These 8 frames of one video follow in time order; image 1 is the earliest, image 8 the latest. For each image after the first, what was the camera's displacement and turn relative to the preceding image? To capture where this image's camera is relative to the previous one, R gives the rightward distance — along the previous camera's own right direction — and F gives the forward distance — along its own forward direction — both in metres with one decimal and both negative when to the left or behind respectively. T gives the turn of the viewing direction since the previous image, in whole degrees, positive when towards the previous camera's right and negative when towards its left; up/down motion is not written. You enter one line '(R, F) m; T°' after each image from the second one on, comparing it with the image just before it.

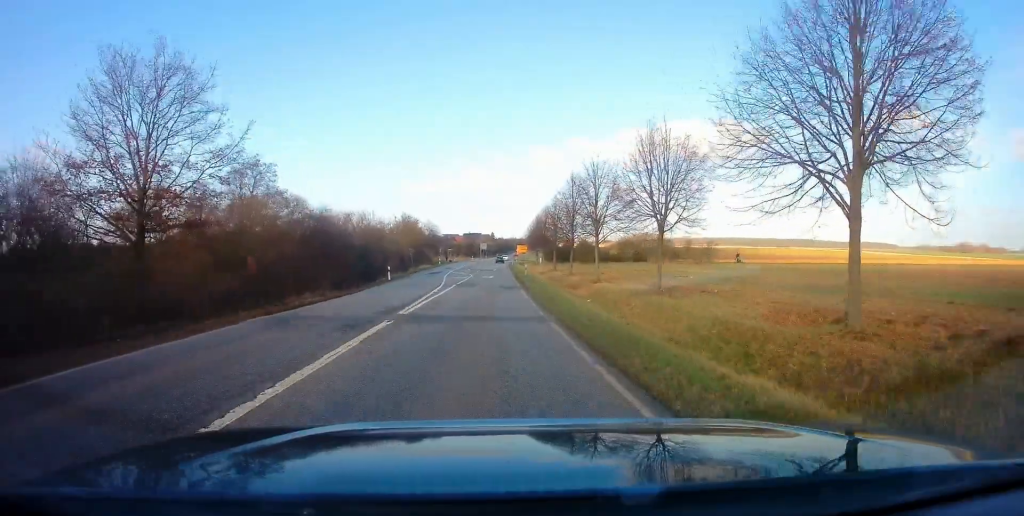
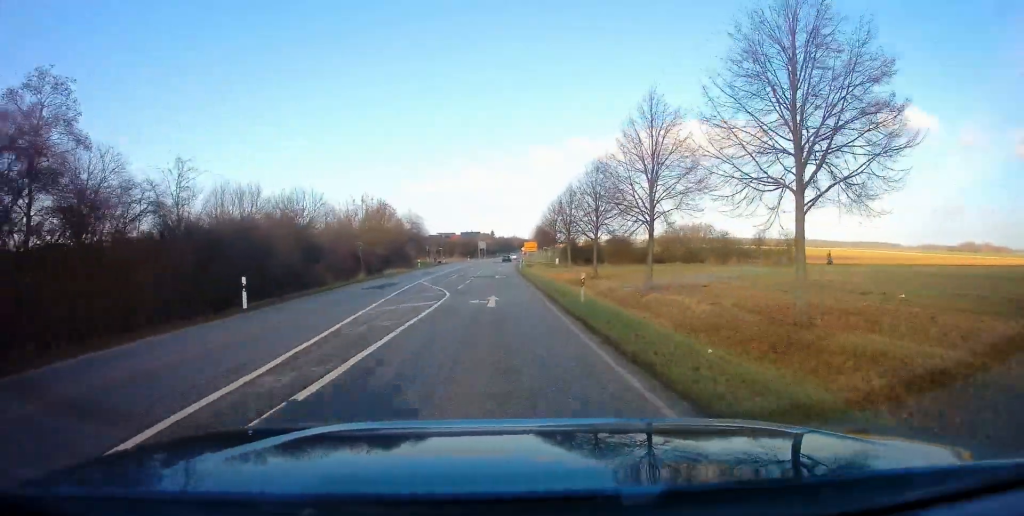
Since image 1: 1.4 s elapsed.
(0.0, +27.3) m; -1°
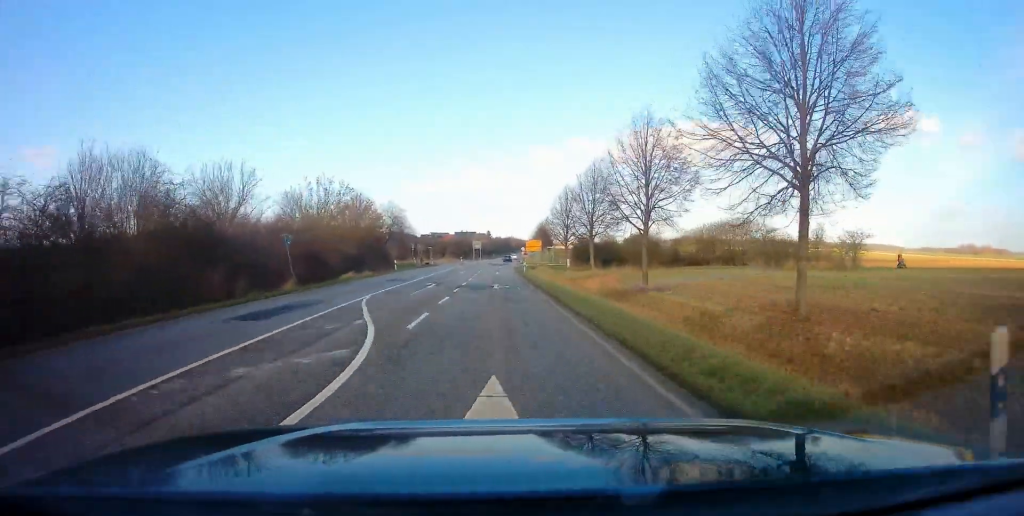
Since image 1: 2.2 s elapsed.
(-0.2, +14.7) m; 0°
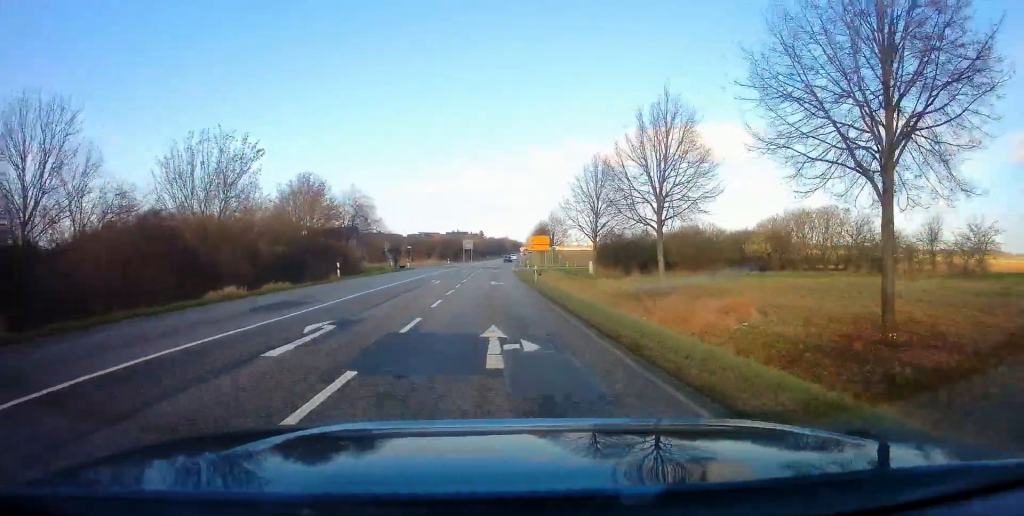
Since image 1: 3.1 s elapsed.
(+0.3, +18.5) m; +1°
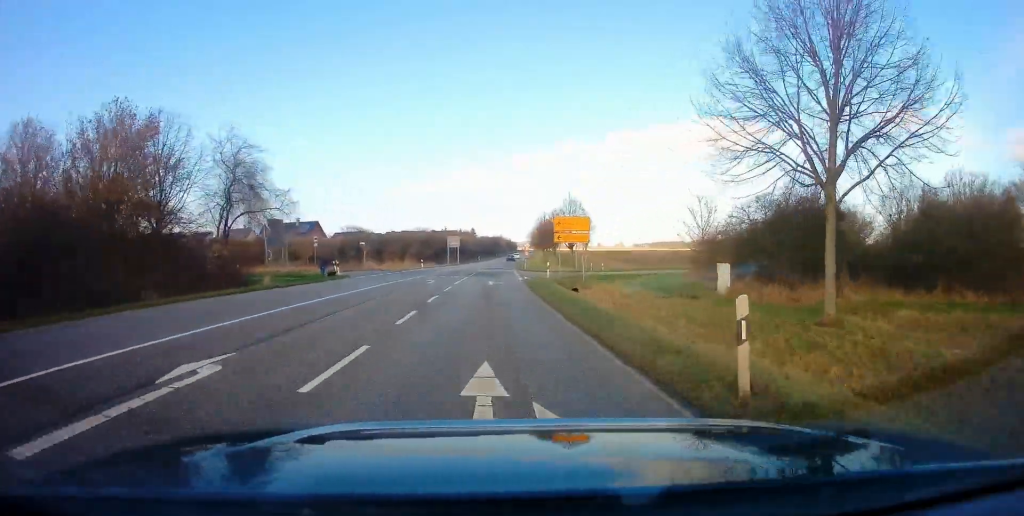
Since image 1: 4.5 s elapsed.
(0.0, +28.0) m; +1°
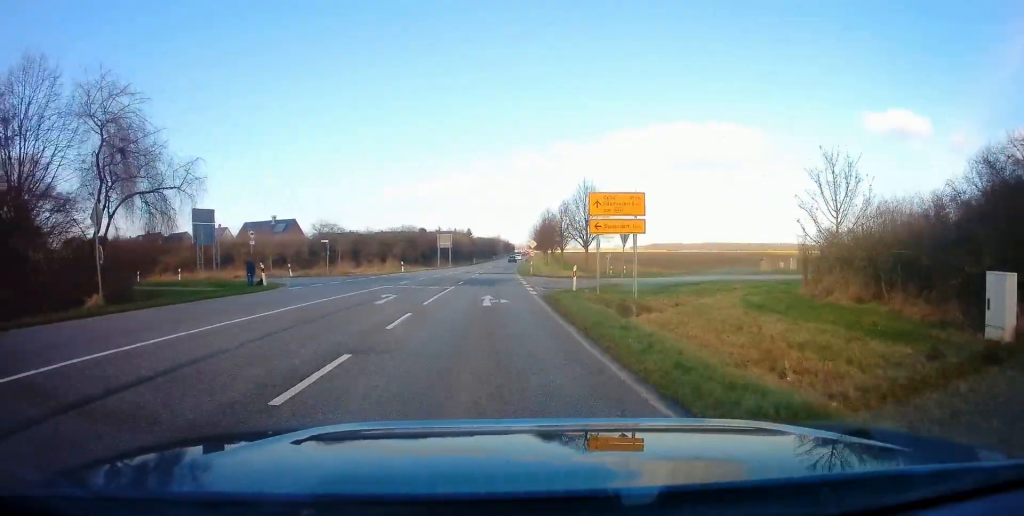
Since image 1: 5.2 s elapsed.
(-0.1, +12.4) m; +1°
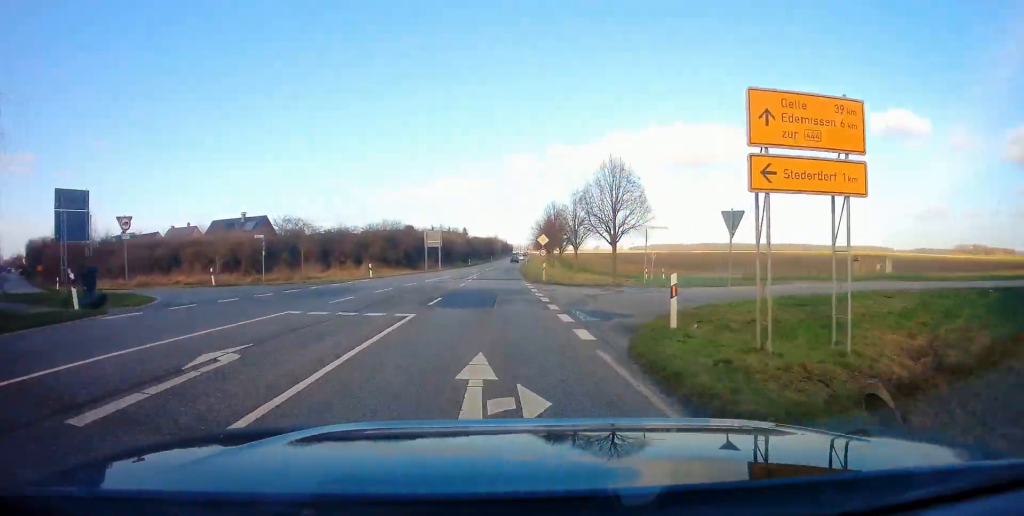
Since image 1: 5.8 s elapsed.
(+0.3, +13.4) m; 0°
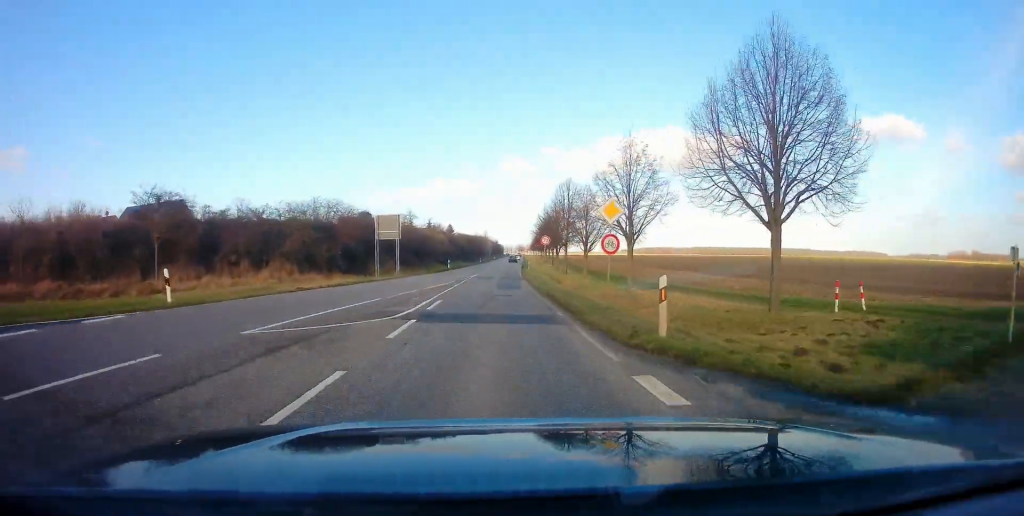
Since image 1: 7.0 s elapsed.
(0.0, +25.6) m; 0°
